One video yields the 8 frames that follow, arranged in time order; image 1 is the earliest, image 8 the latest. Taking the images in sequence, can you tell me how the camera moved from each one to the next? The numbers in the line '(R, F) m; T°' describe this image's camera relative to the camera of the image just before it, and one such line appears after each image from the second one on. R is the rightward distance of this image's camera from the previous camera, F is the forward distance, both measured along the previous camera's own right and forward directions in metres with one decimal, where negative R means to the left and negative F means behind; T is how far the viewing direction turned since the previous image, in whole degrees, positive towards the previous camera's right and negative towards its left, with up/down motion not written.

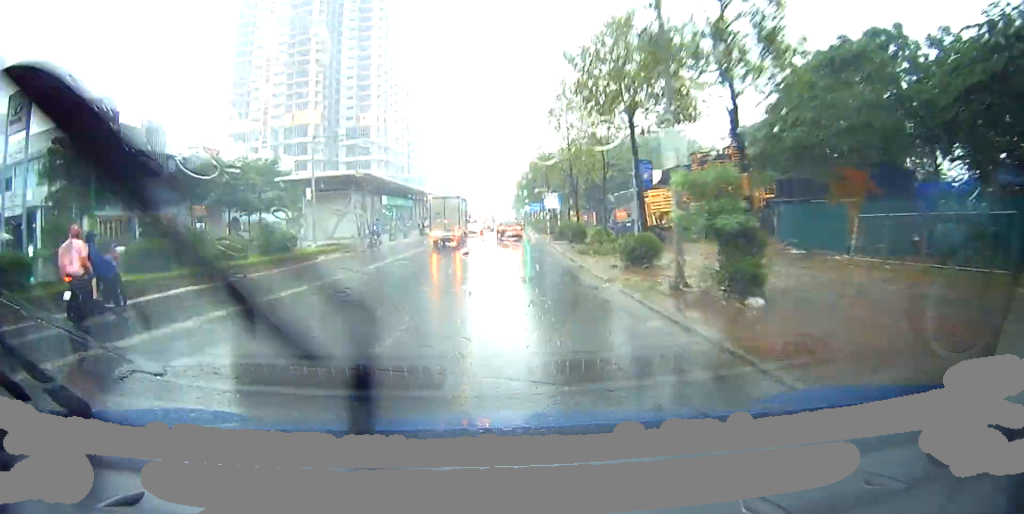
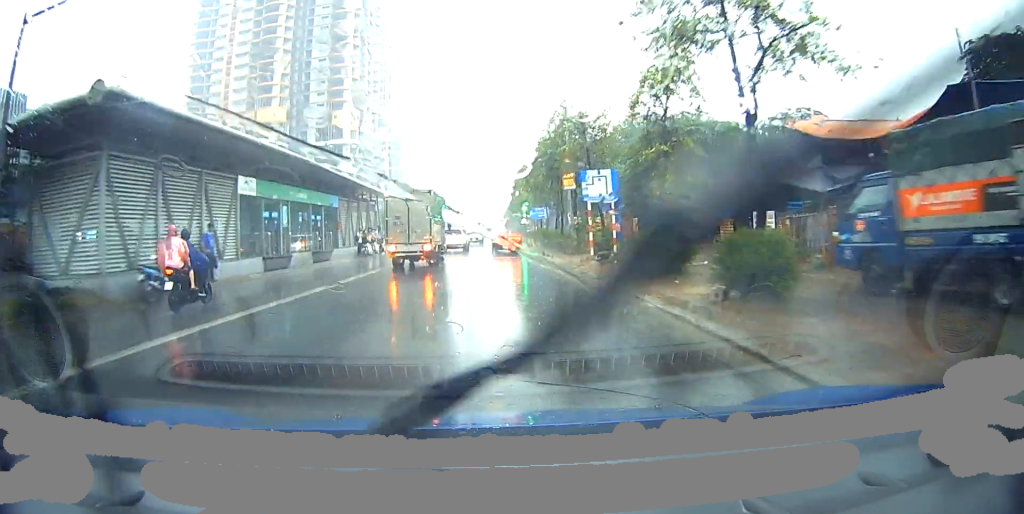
(-1.0, +23.3) m; -4°
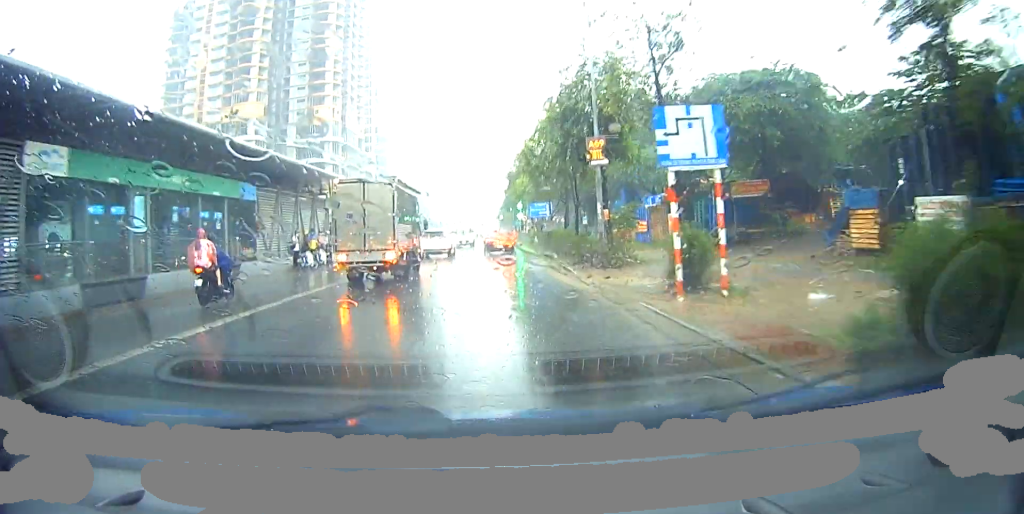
(0.0, +11.5) m; +1°
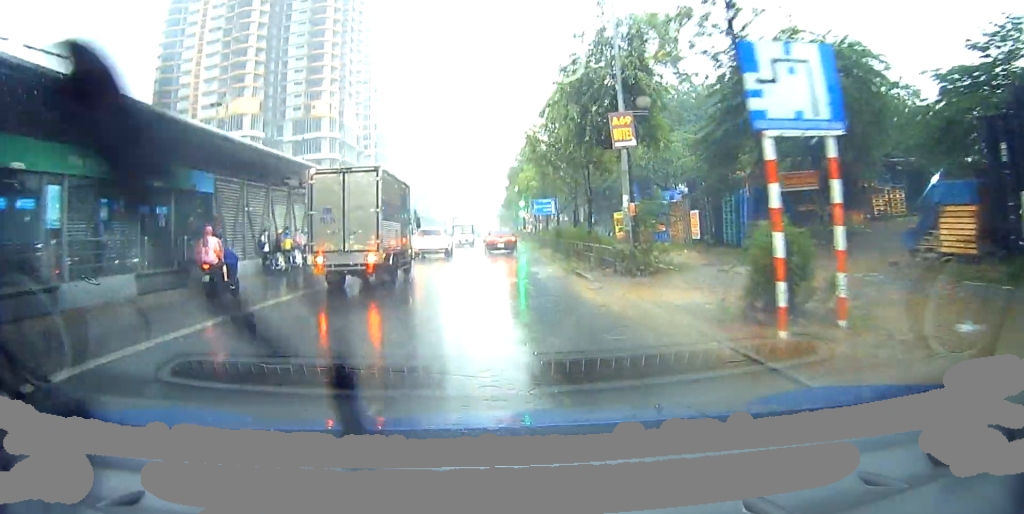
(0.0, +4.3) m; 0°
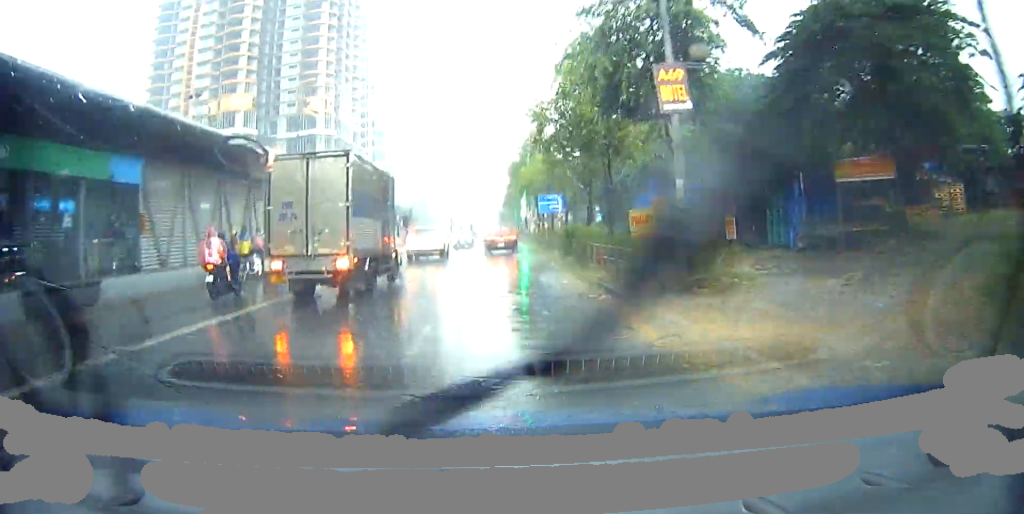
(0.0, +4.5) m; 0°
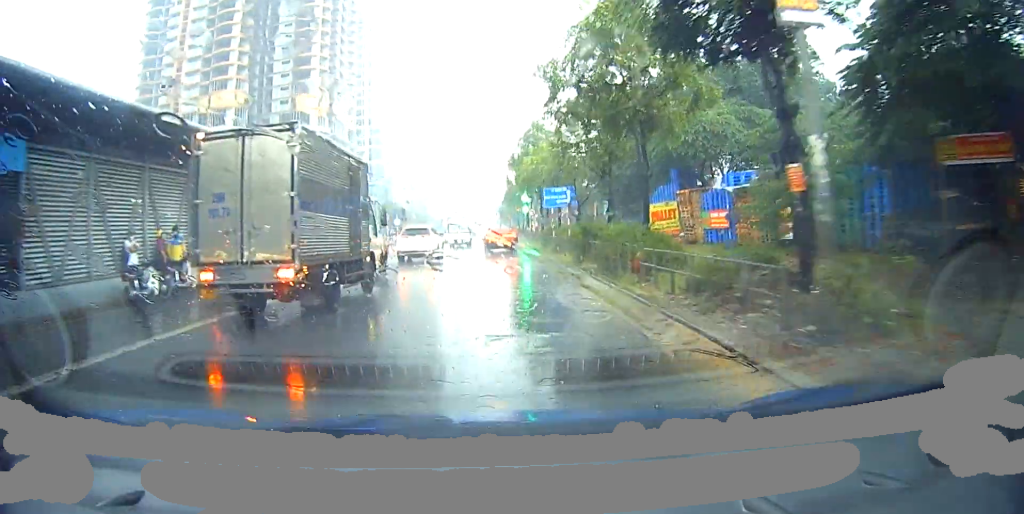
(0.0, +4.7) m; 0°
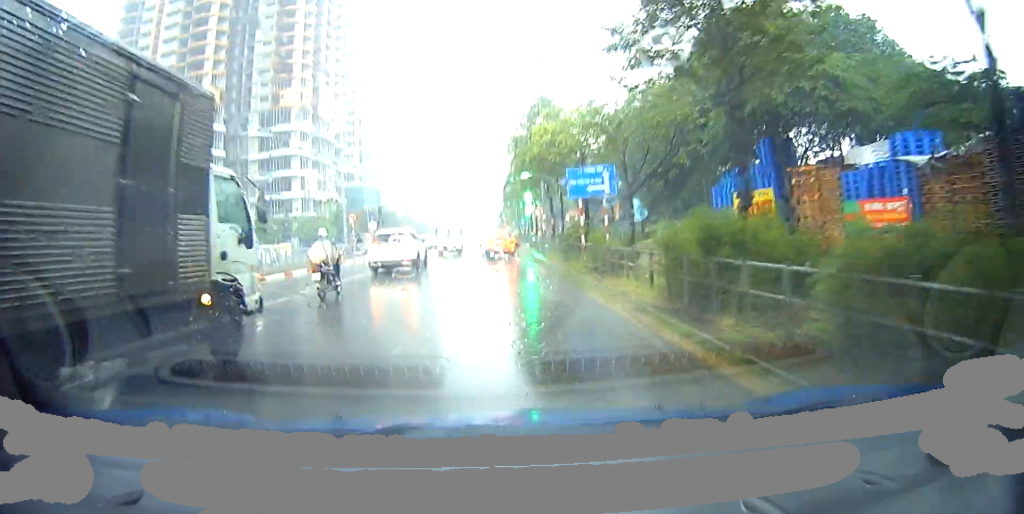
(0.0, +11.7) m; +1°
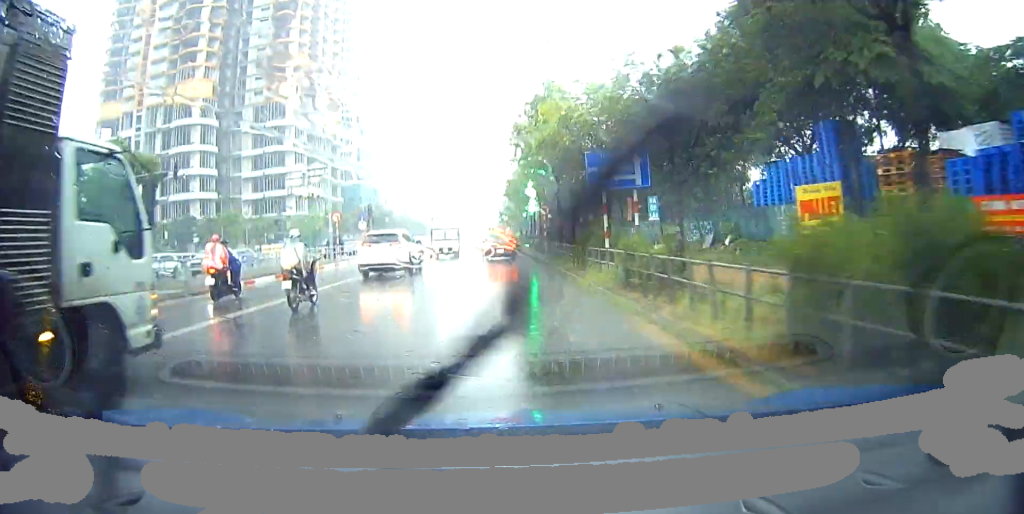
(0.0, +4.3) m; +1°
